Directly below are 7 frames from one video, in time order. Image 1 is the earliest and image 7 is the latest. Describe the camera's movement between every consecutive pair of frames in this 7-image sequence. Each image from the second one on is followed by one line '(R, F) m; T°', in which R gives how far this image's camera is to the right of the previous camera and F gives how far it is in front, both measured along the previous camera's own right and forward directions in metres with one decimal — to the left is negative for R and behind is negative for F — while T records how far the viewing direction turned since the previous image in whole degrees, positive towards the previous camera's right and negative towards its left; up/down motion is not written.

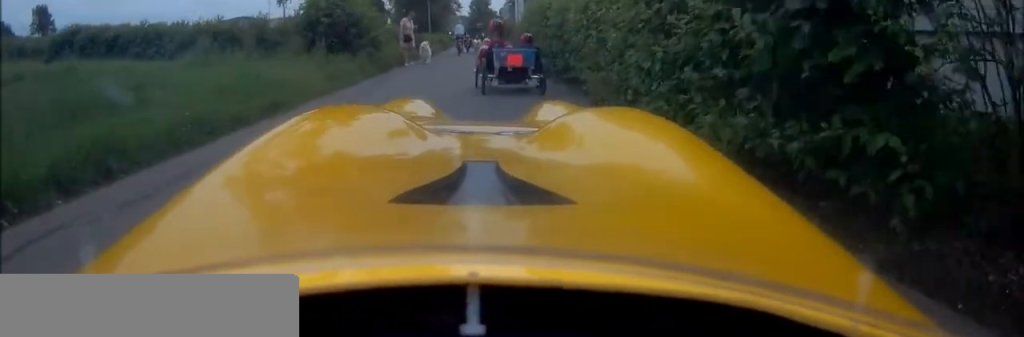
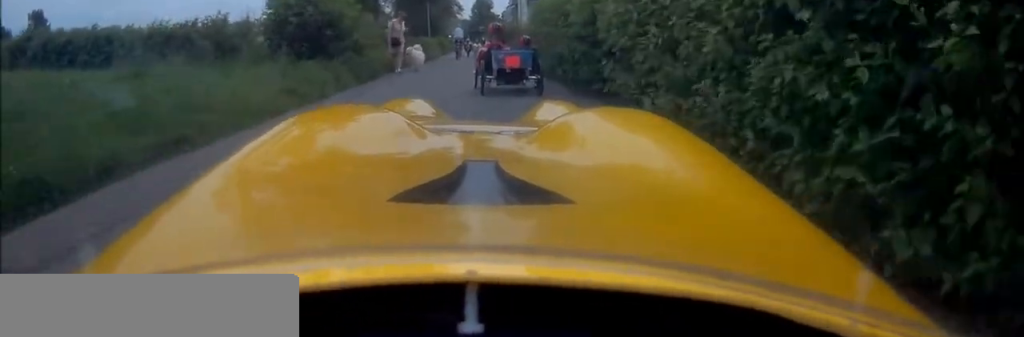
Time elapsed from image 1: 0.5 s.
(0.0, +2.4) m; -6°
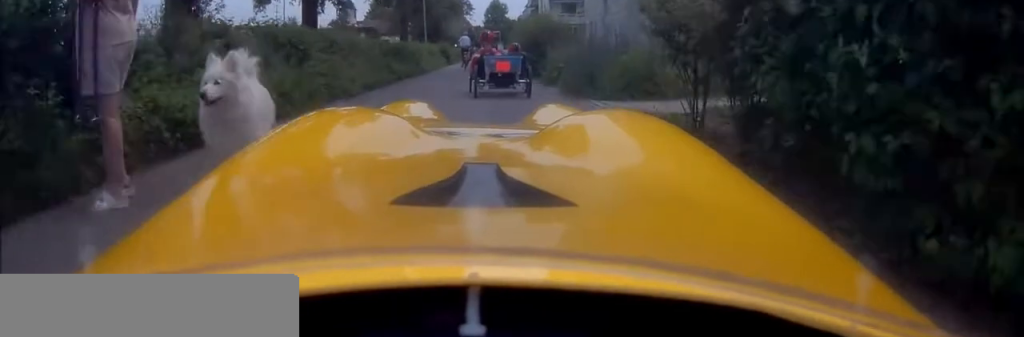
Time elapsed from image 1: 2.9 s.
(-1.5, +11.3) m; -6°
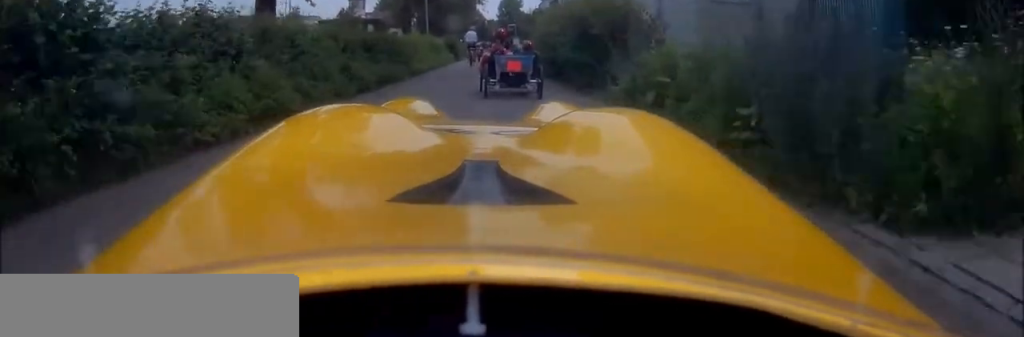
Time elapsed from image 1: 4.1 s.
(+0.2, +6.3) m; +6°
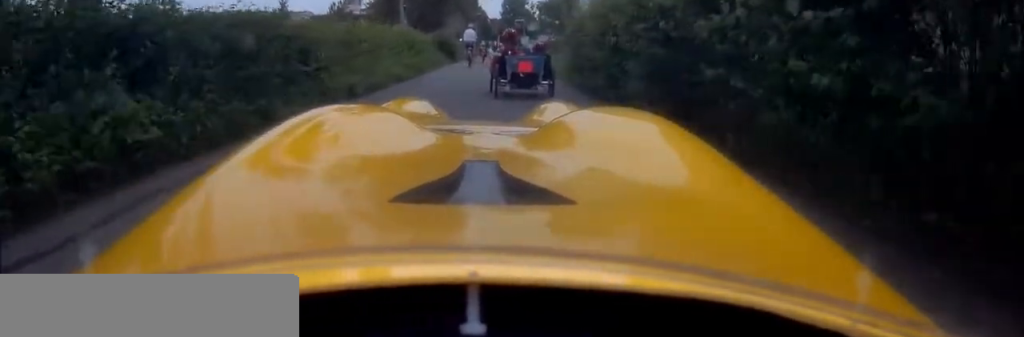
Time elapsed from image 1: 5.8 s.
(+0.6, +9.3) m; +3°
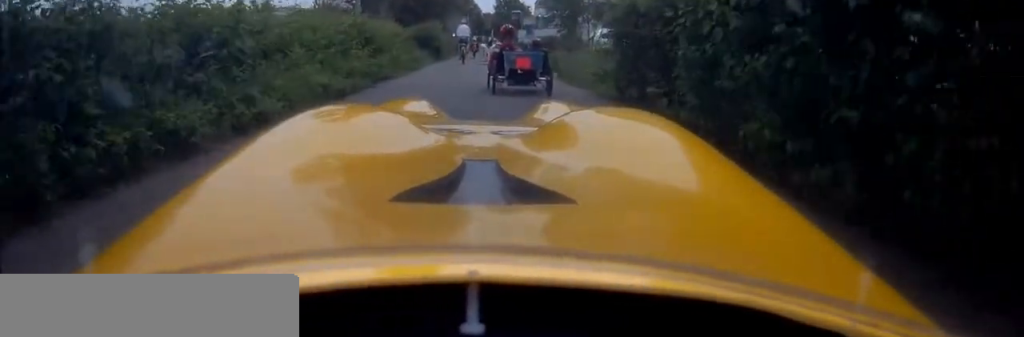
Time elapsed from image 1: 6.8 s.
(0.0, +5.6) m; -6°
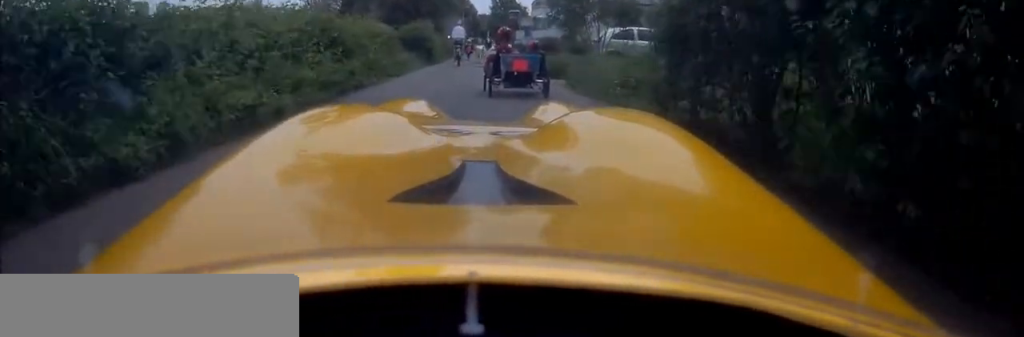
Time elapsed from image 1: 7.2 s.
(-0.1, +2.6) m; -3°
